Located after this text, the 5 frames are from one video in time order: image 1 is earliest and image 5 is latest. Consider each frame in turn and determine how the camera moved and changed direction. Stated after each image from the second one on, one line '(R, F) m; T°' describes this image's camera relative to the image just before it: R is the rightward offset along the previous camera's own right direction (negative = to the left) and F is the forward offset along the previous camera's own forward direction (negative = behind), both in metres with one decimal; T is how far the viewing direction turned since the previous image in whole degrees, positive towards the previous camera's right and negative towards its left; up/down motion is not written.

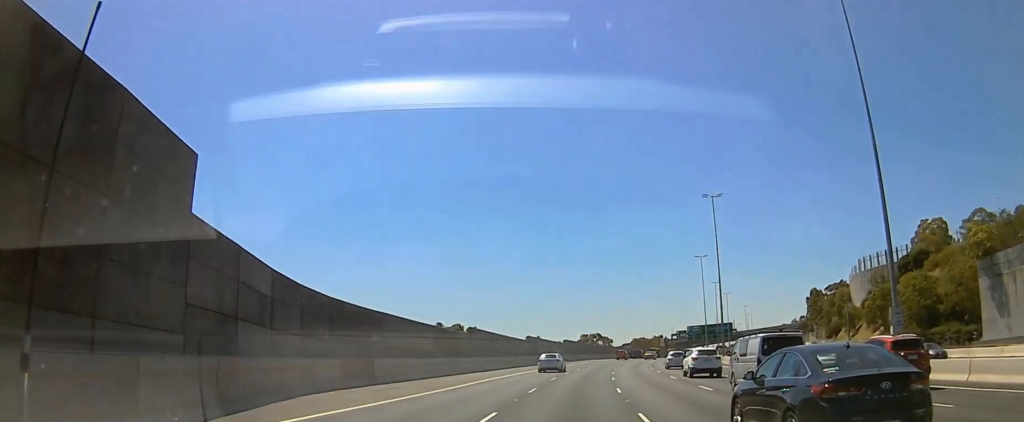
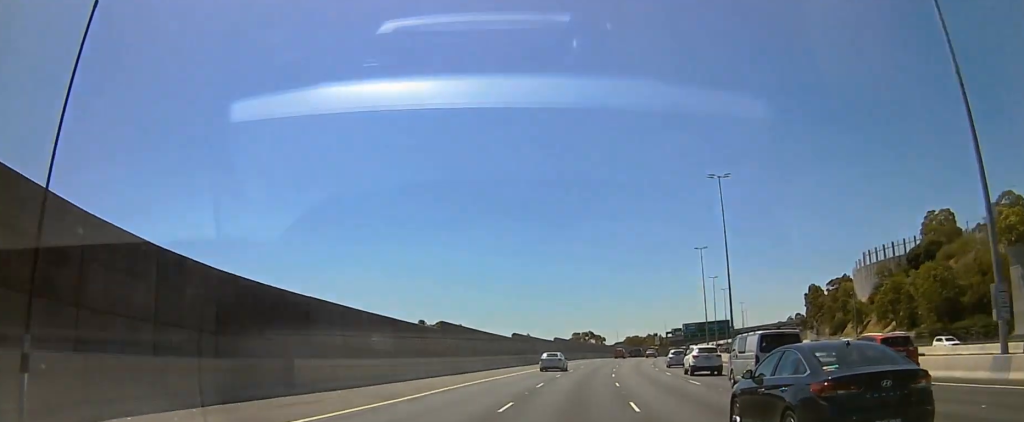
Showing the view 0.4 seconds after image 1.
(+0.1, +9.4) m; +1°
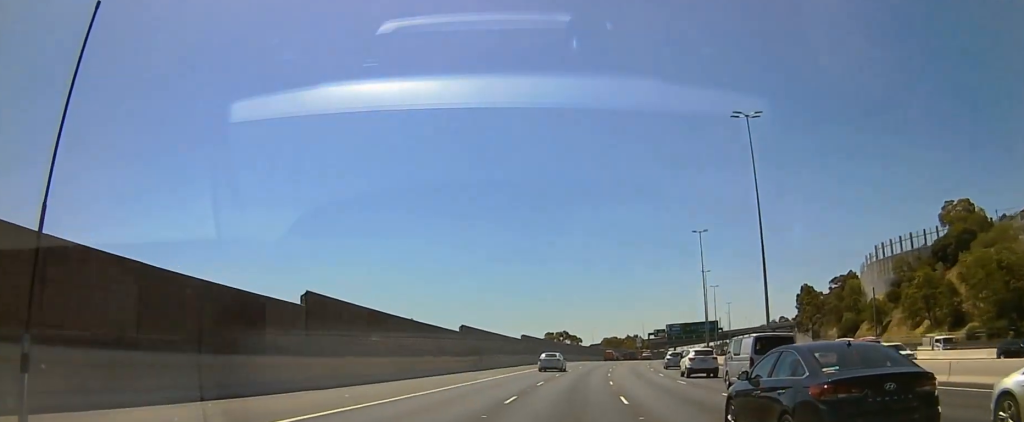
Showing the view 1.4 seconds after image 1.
(+0.8, +20.8) m; +2°
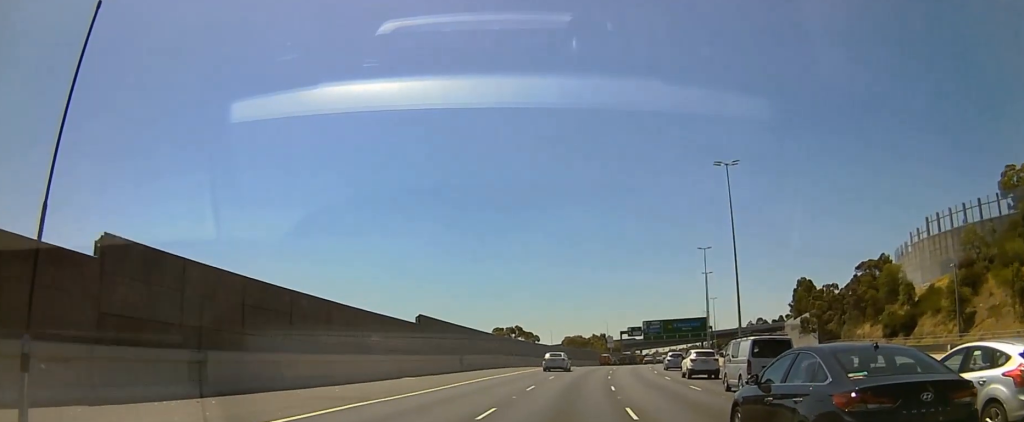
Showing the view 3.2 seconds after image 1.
(+0.2, +39.8) m; +2°
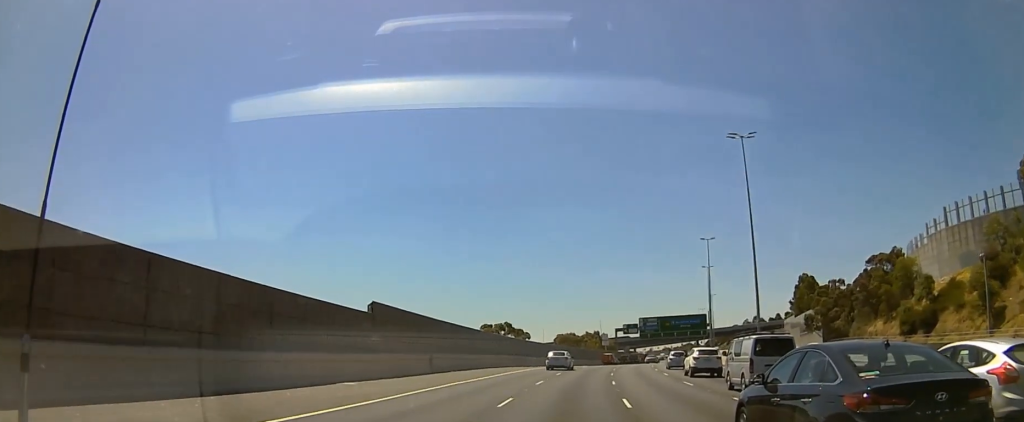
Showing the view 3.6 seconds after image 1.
(+0.2, +8.9) m; +1°
